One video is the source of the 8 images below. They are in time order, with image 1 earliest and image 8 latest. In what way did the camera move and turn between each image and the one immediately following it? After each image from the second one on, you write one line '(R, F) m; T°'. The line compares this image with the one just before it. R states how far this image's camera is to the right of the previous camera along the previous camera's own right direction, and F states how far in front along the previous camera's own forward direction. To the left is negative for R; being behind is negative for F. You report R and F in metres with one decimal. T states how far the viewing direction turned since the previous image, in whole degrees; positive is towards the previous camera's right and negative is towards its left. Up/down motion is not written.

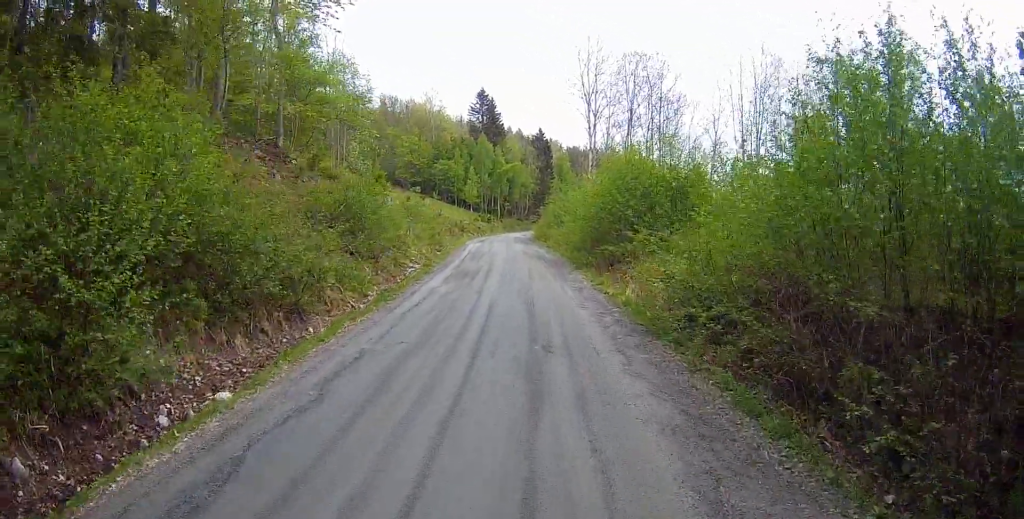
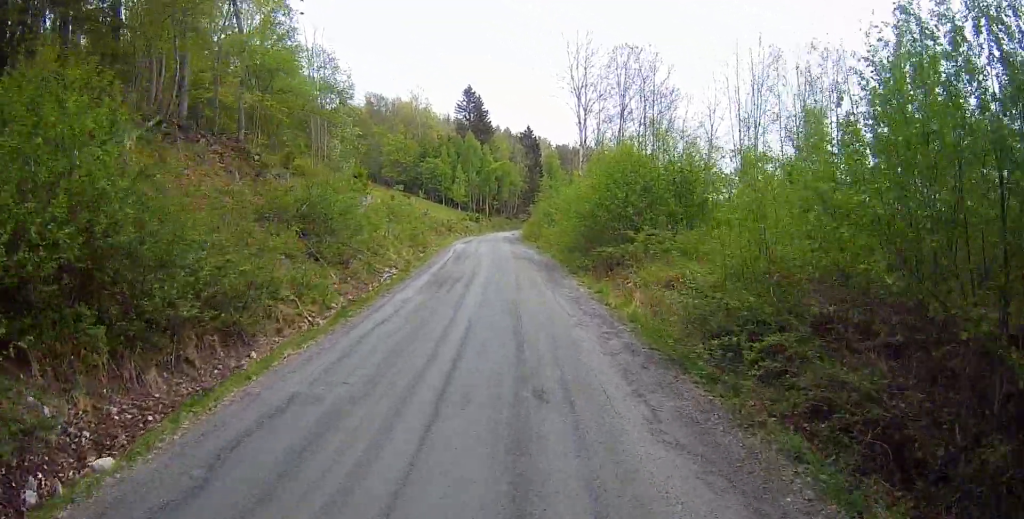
(0.0, +2.2) m; -2°
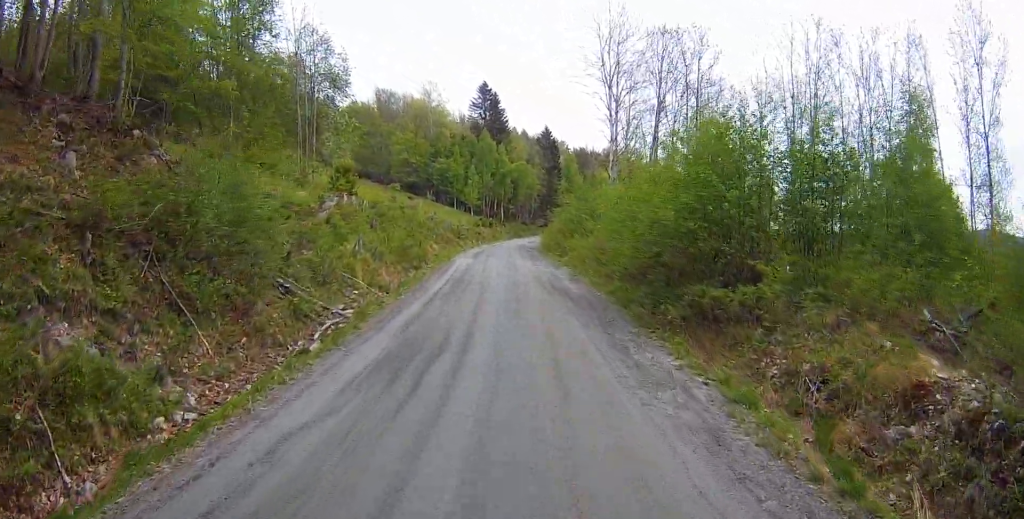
(-0.4, +8.3) m; -2°
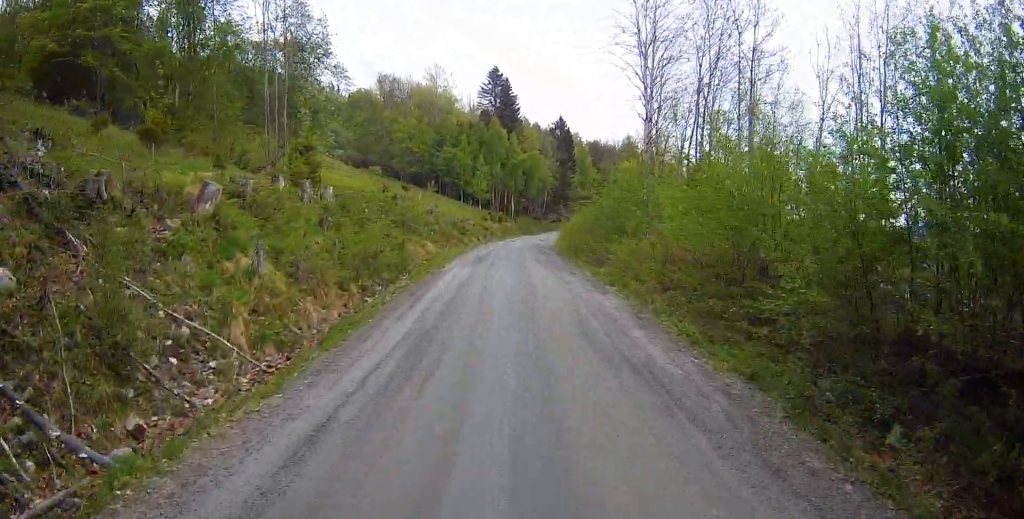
(+0.3, +9.0) m; +4°
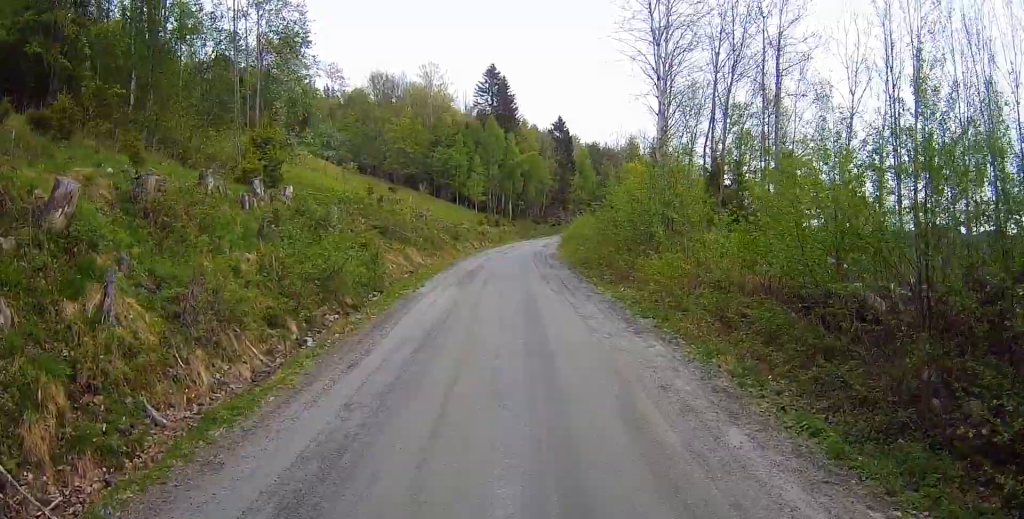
(+0.1, +4.6) m; +3°
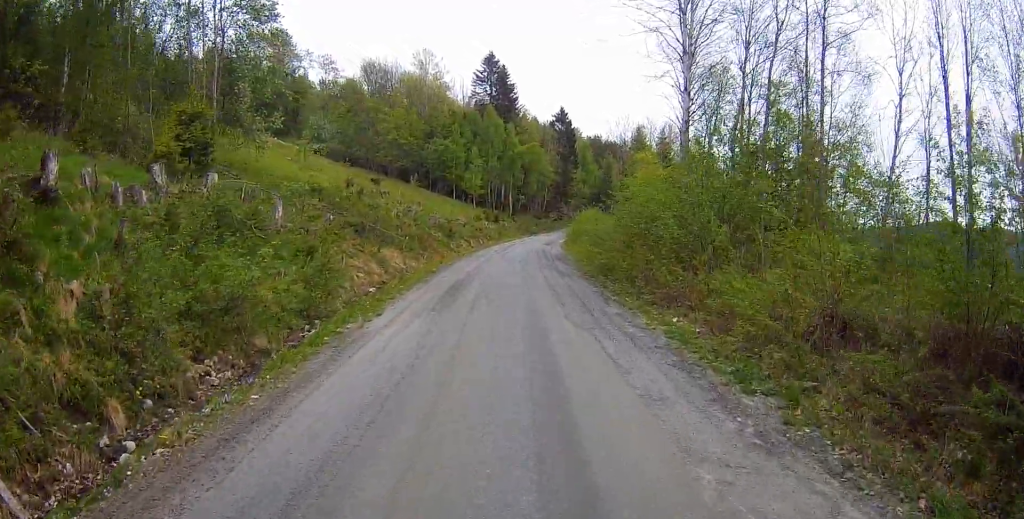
(+0.2, +5.8) m; +3°
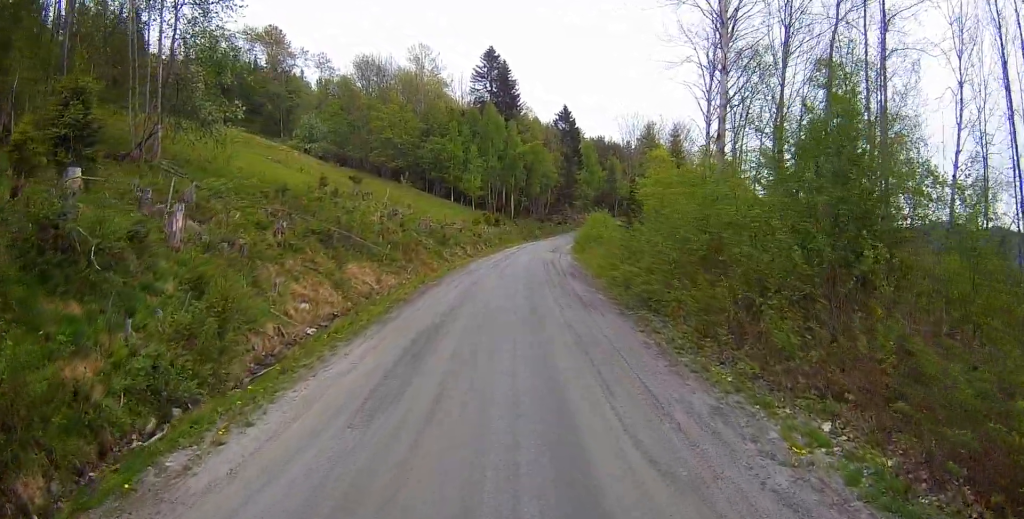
(+0.2, +6.4) m; 0°
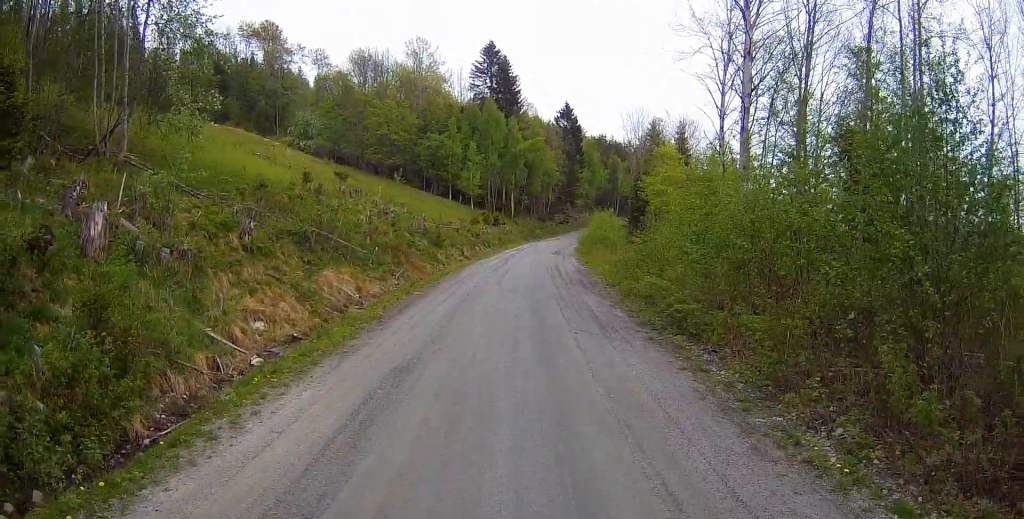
(0.0, +2.9) m; -1°
